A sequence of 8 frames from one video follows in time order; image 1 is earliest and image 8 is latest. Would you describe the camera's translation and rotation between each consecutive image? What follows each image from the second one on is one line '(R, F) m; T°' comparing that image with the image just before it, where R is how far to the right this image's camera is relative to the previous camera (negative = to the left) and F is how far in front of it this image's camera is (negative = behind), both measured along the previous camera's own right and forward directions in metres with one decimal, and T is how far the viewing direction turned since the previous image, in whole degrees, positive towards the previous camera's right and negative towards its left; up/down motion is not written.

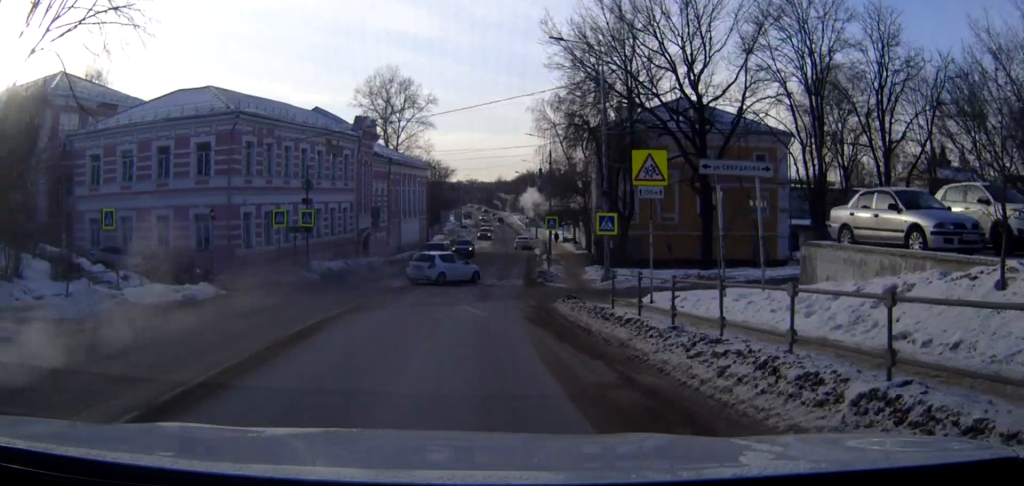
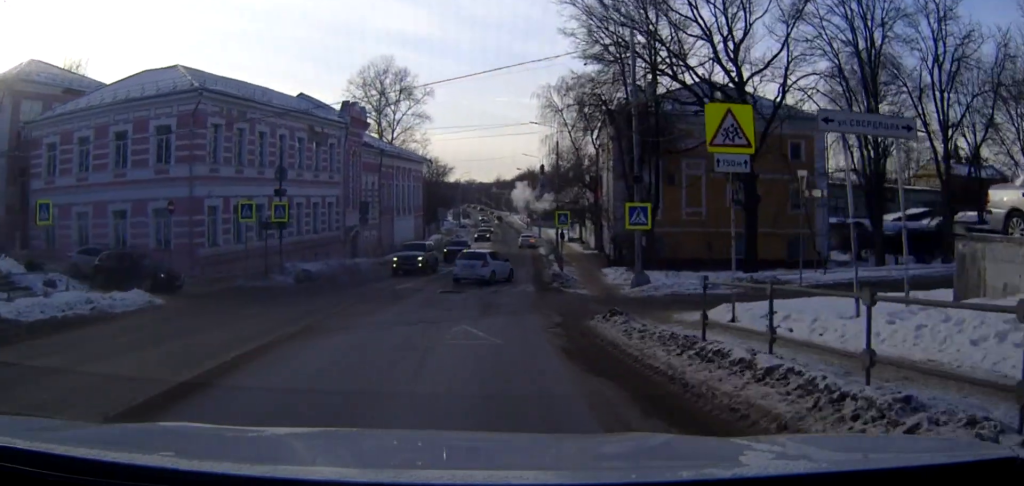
(0.0, +6.6) m; 0°
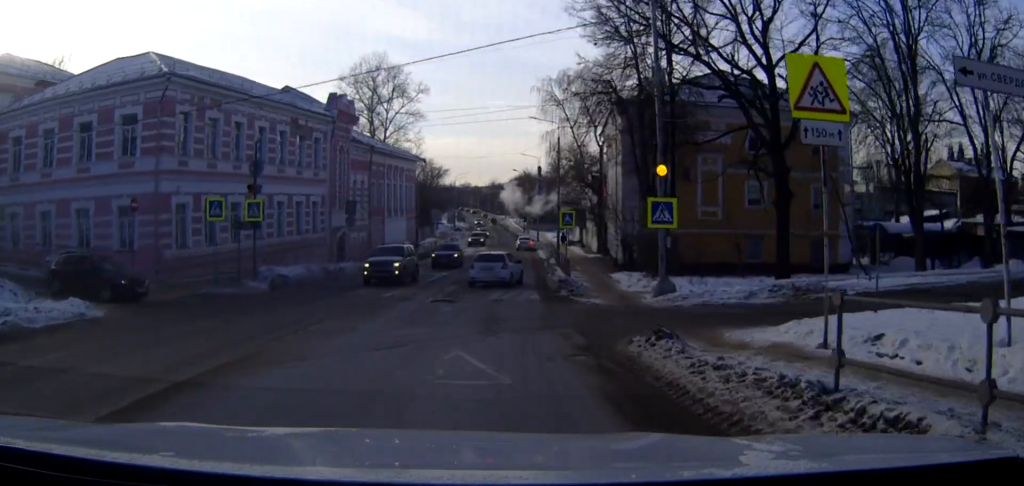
(0.0, +4.2) m; 0°
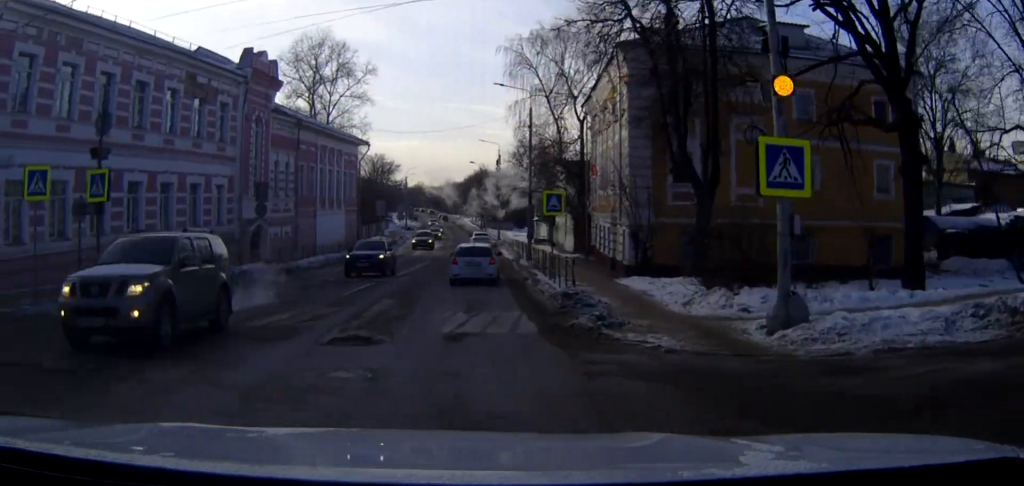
(+0.2, +11.6) m; +3°
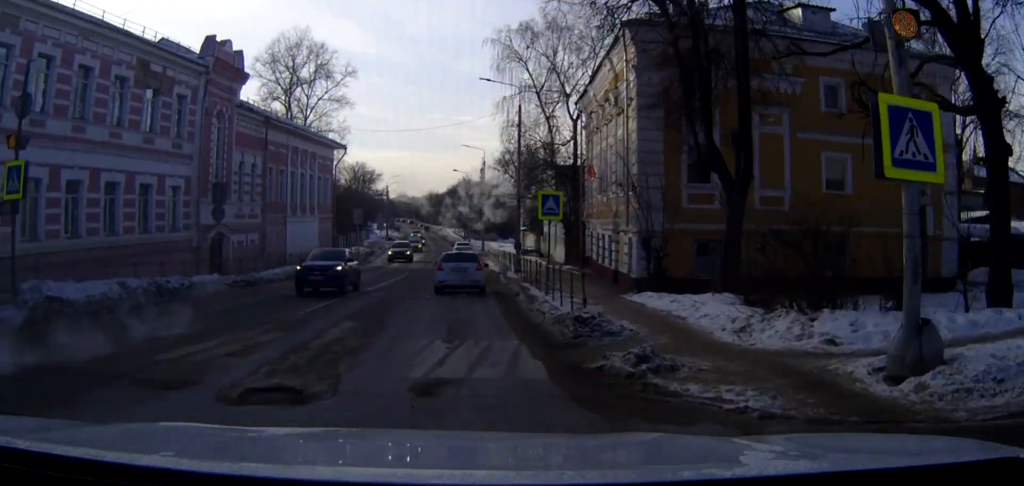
(0.0, +4.2) m; +1°
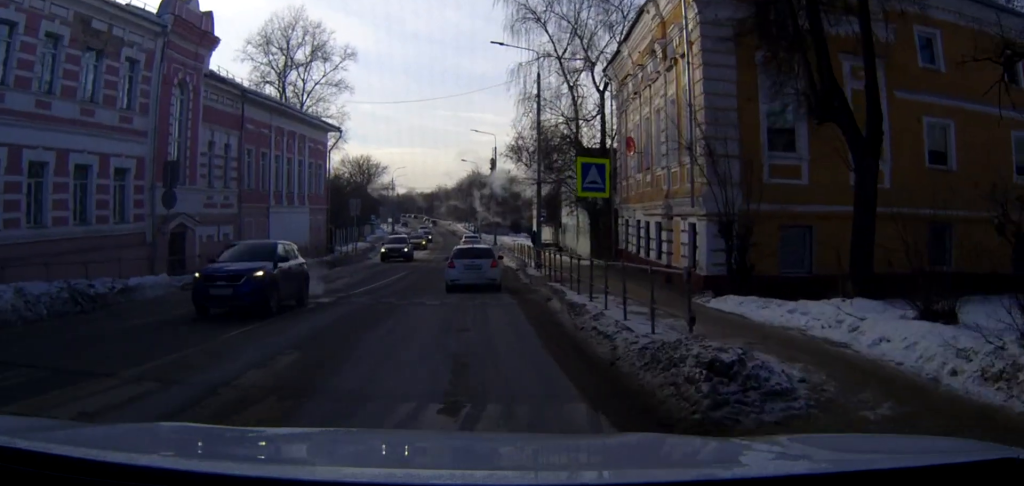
(+0.1, +6.5) m; 0°
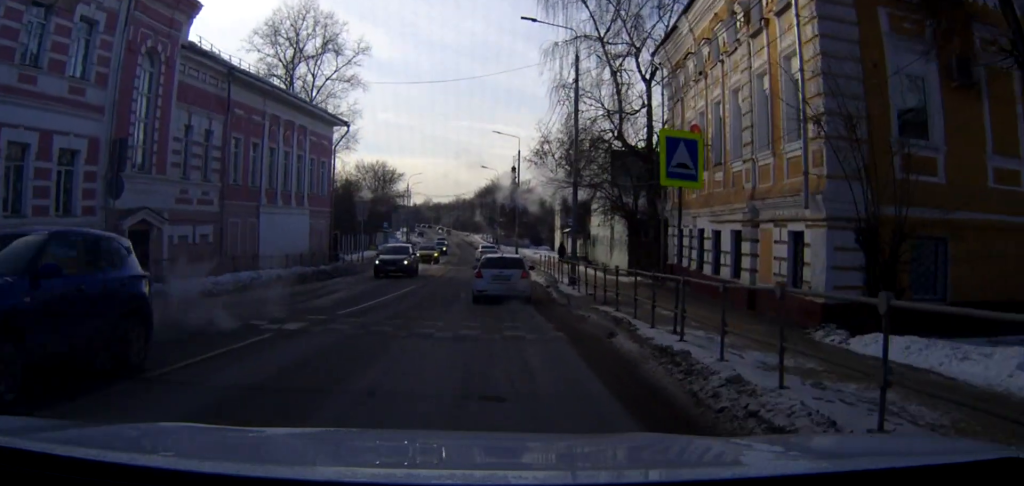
(-0.1, +5.7) m; -1°
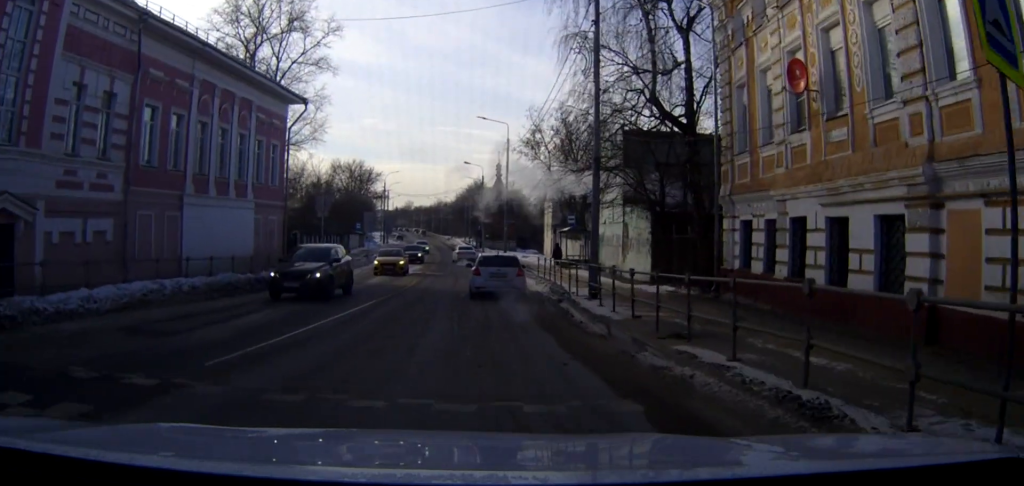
(0.0, +9.1) m; 0°
